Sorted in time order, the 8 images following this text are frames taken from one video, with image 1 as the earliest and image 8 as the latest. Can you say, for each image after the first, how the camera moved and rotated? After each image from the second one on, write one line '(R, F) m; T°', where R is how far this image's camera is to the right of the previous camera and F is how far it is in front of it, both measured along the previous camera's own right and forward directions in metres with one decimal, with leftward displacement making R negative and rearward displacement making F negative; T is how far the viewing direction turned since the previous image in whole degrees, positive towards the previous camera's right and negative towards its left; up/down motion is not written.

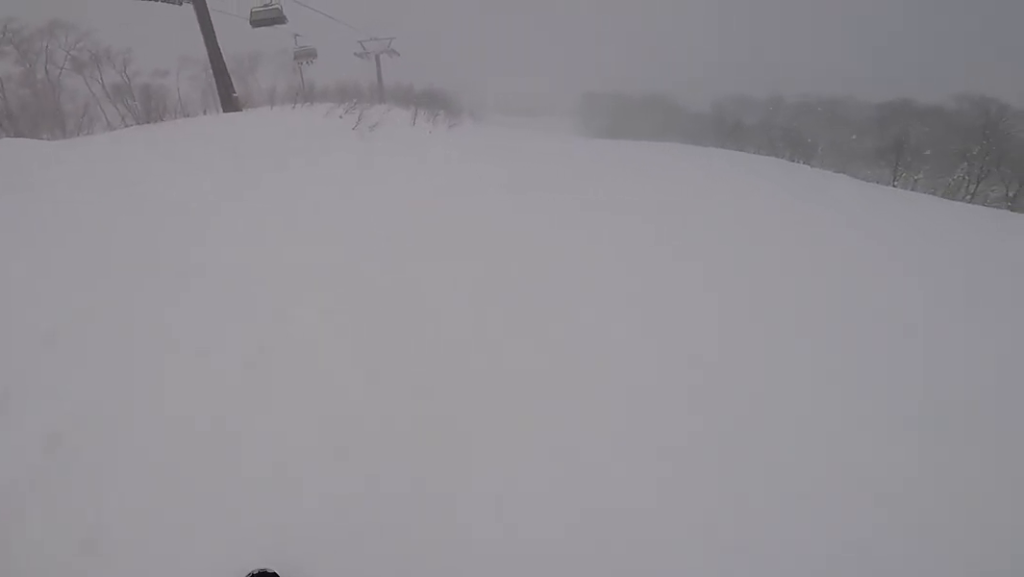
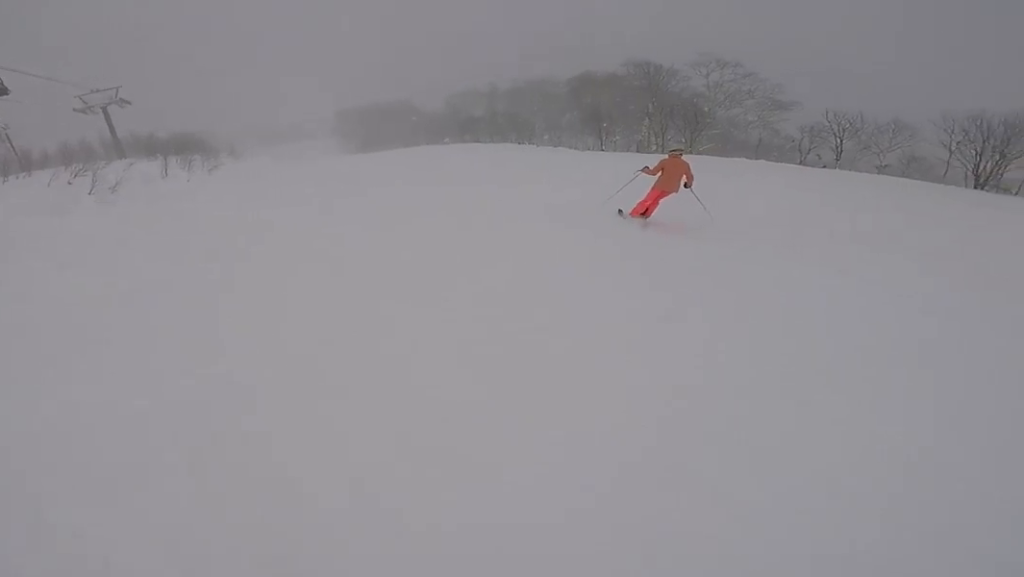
(+0.3, +2.4) m; +17°
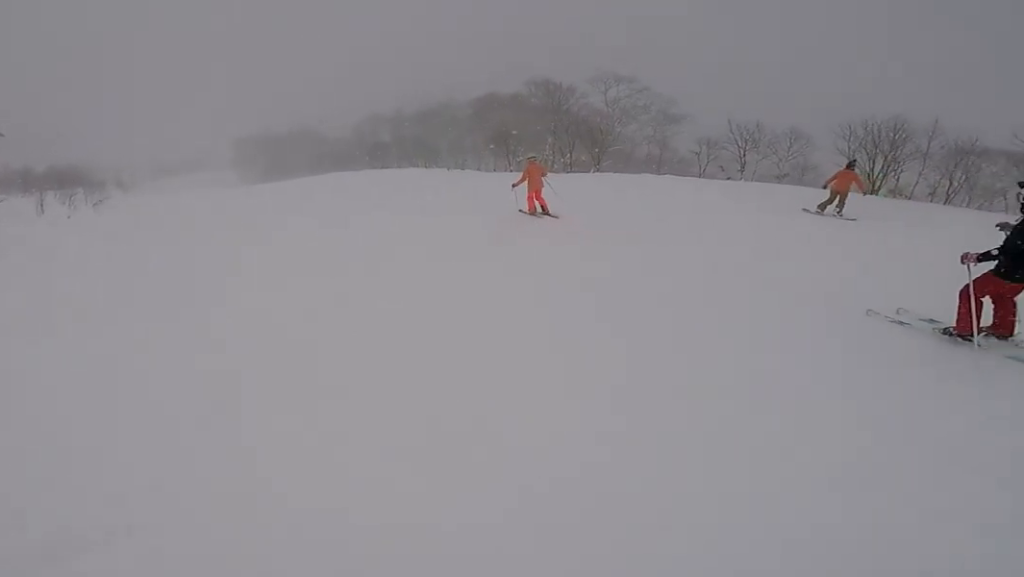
(+0.3, +2.2) m; +13°
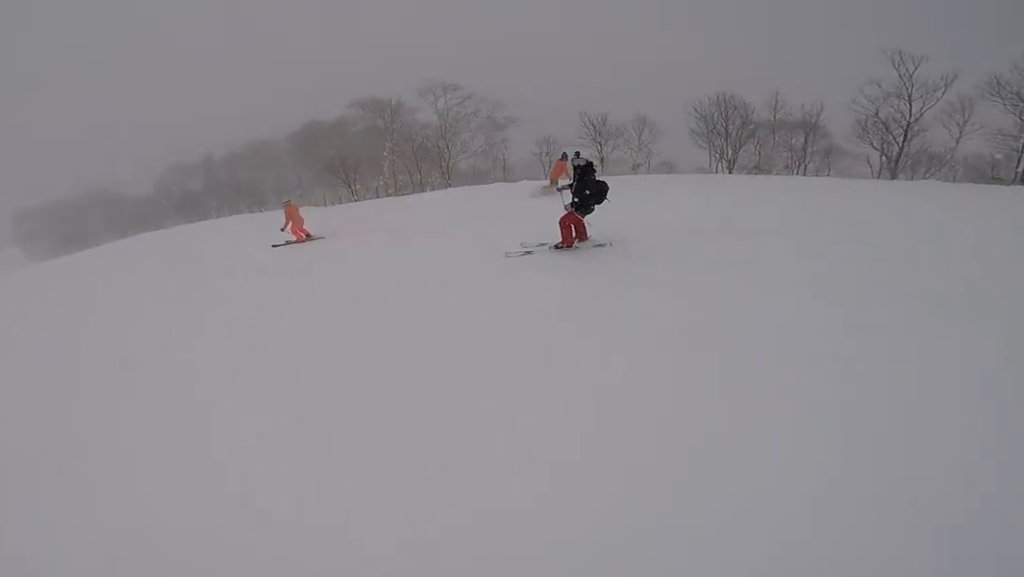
(+0.4, +4.1) m; -4°
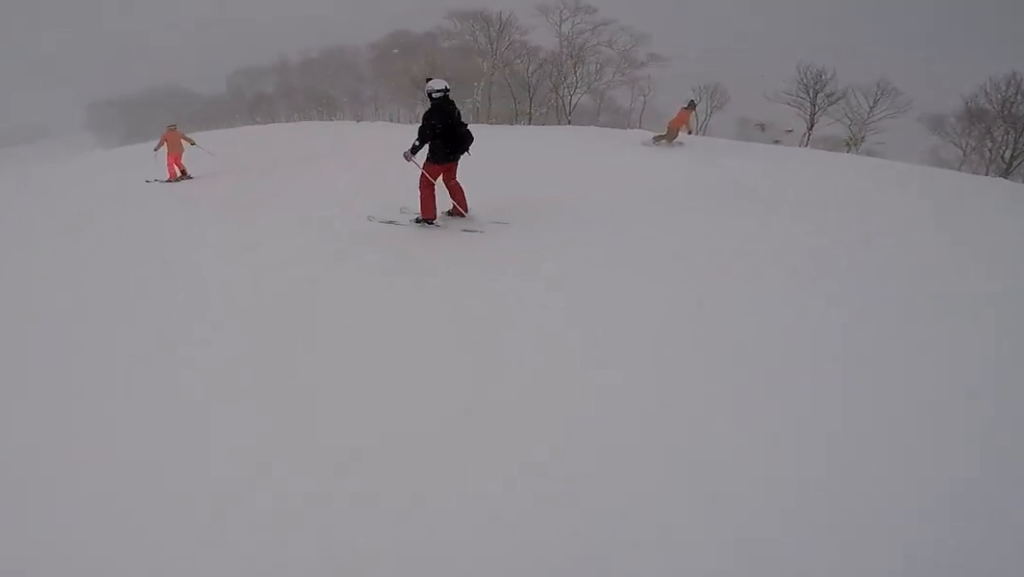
(-0.6, +4.5) m; -8°
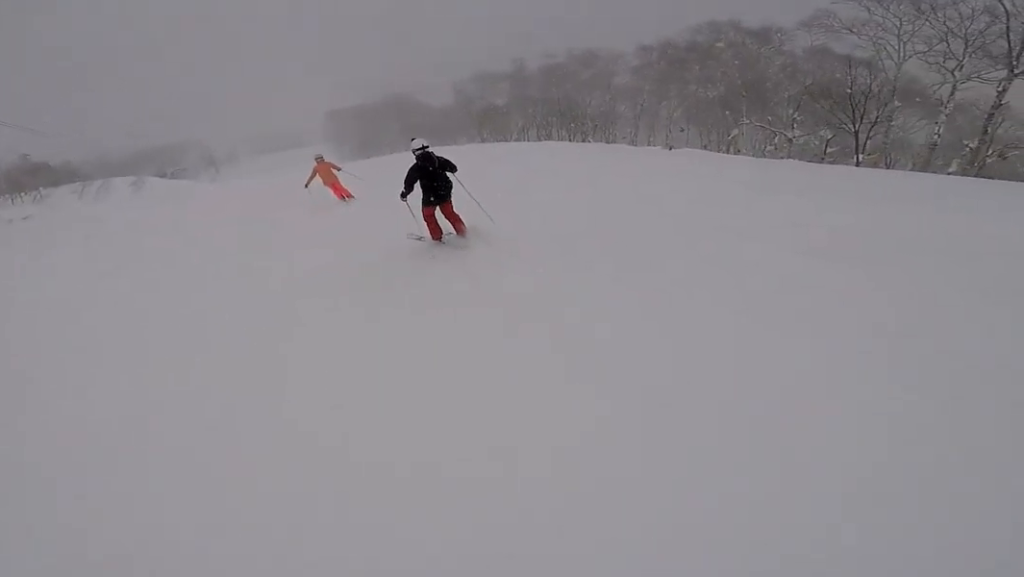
(-0.6, +12.2) m; -6°
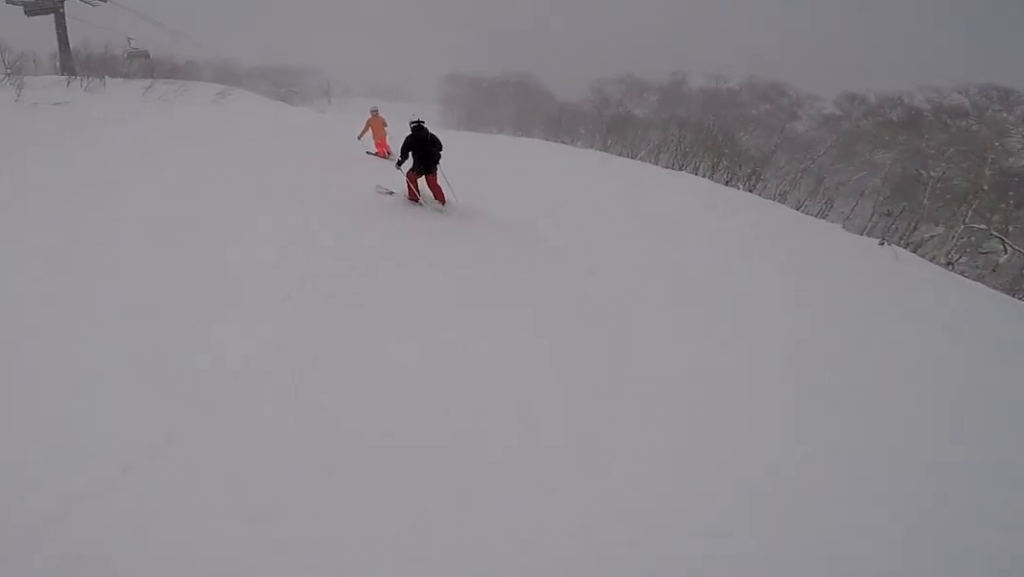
(0.0, +4.5) m; -1°
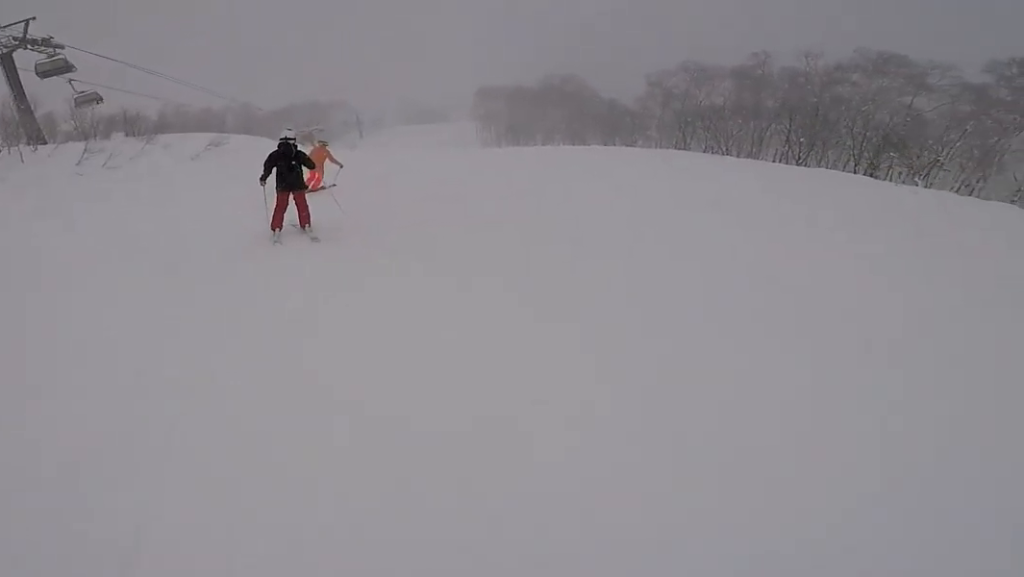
(-0.4, +7.6) m; -12°
